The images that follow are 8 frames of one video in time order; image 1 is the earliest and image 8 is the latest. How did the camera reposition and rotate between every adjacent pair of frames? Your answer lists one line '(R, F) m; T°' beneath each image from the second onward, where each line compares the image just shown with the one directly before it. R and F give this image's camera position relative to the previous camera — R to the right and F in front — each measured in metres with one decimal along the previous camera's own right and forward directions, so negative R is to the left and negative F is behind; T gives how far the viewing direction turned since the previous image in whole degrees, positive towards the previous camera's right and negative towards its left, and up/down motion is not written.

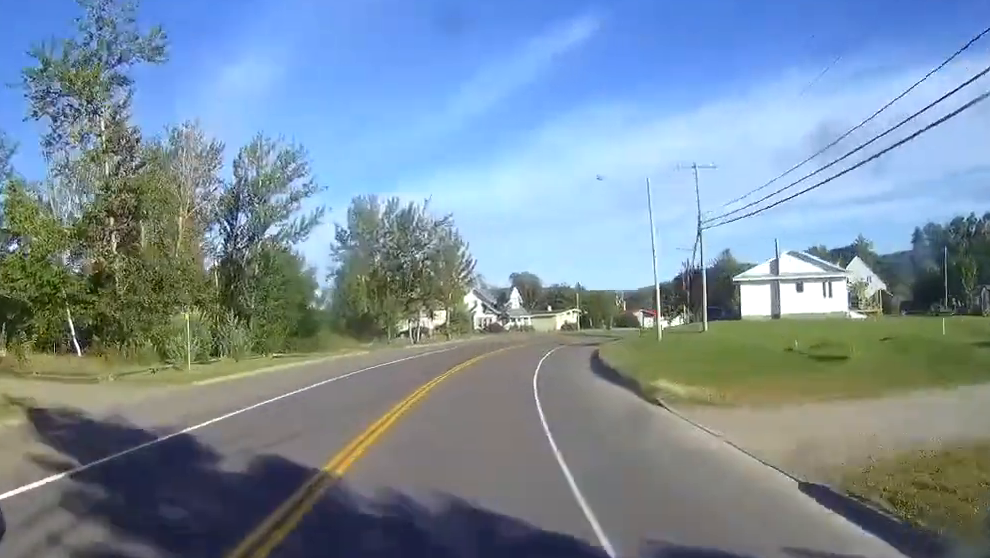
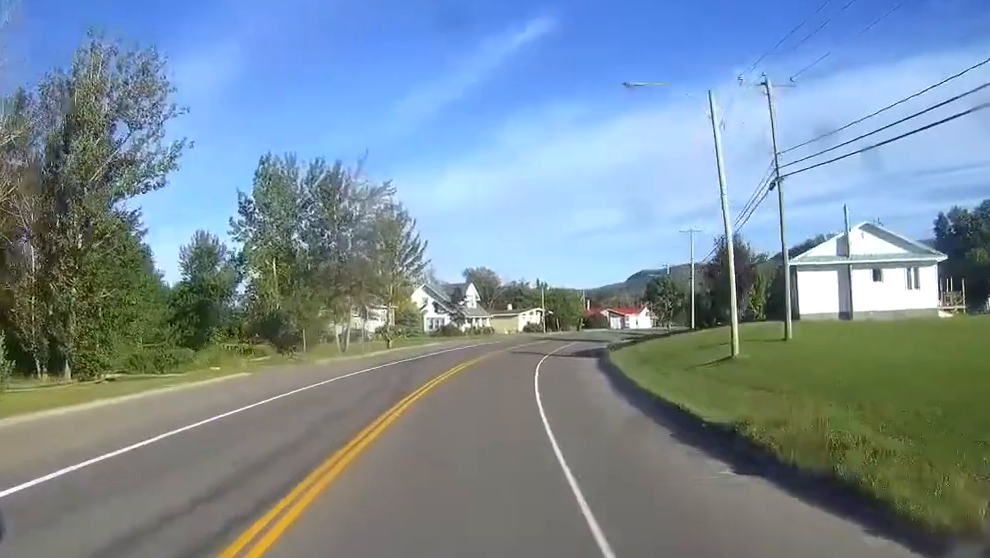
(+0.7, +19.1) m; +5°
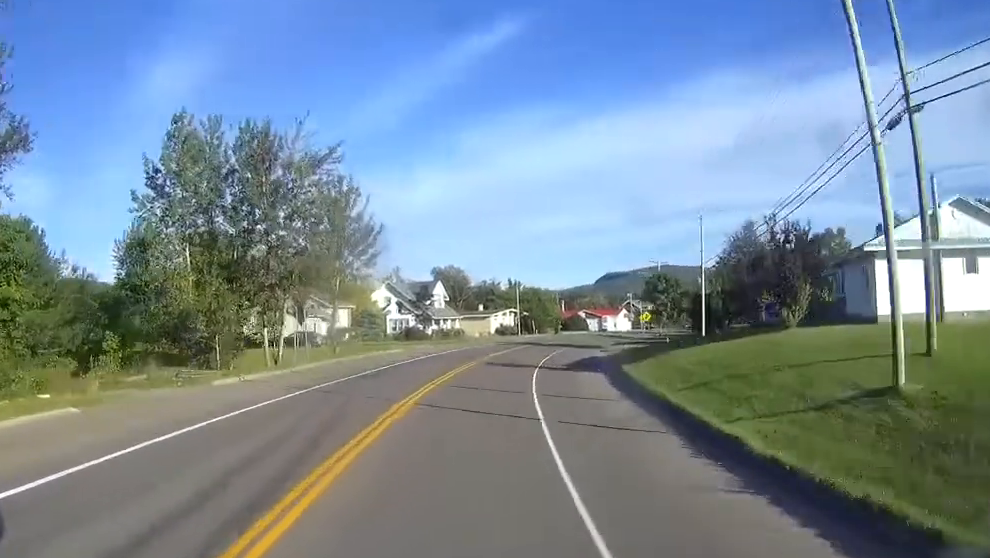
(+0.5, +12.3) m; +2°
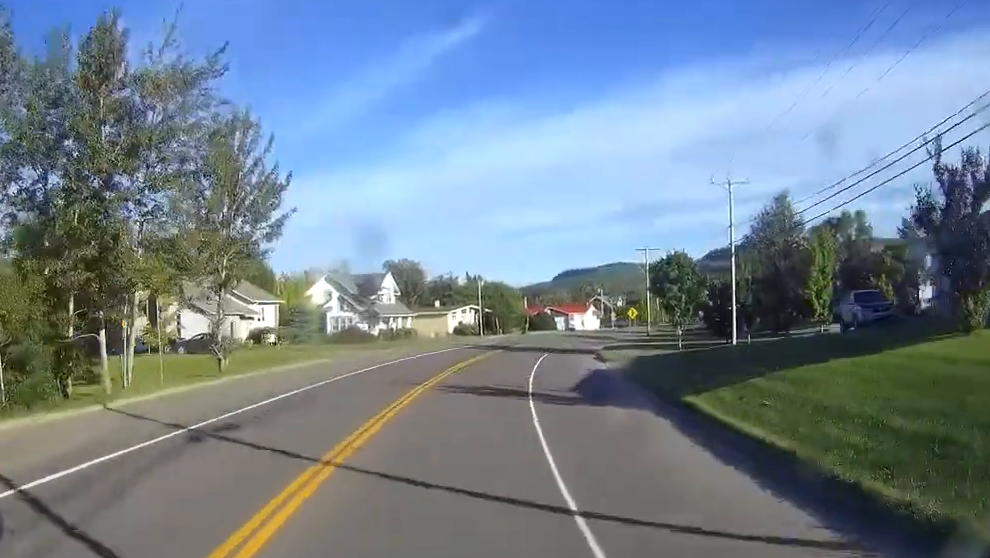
(+0.4, +16.2) m; +3°
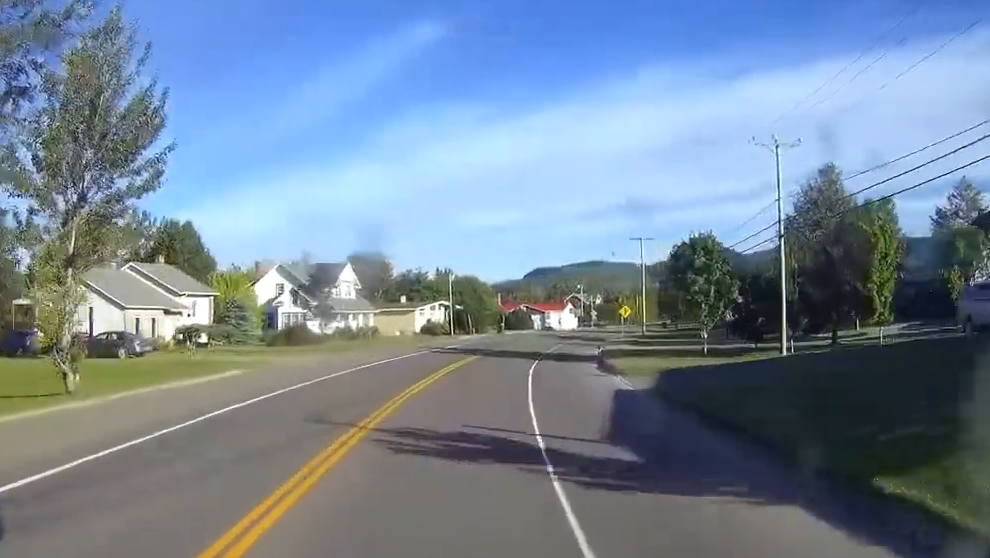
(+0.1, +11.6) m; +2°
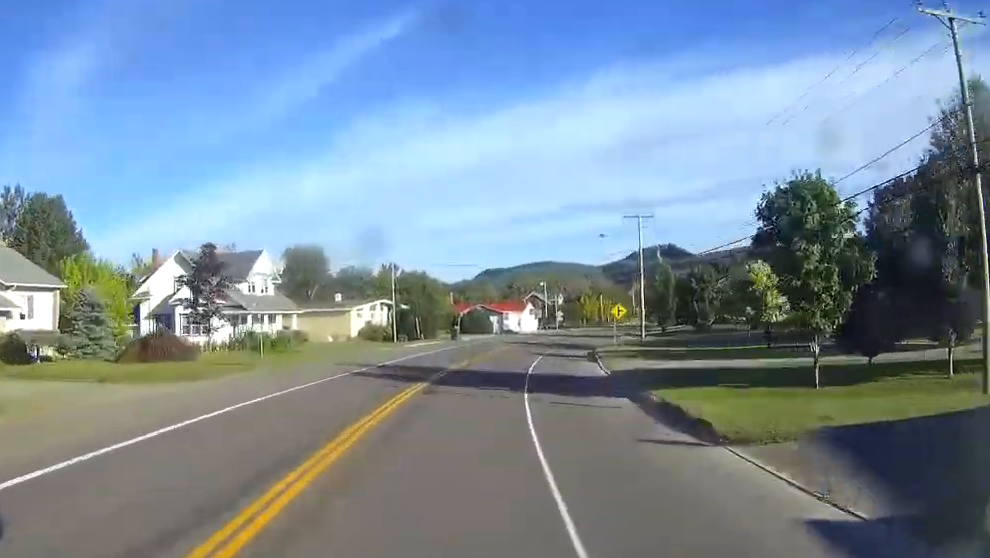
(+0.5, +18.7) m; +3°
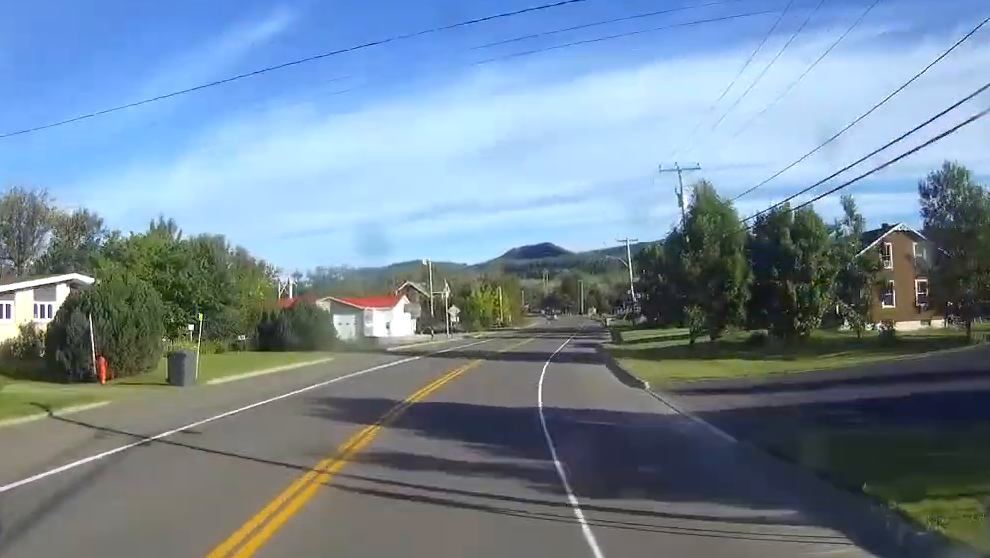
(+4.1, +55.1) m; +9°
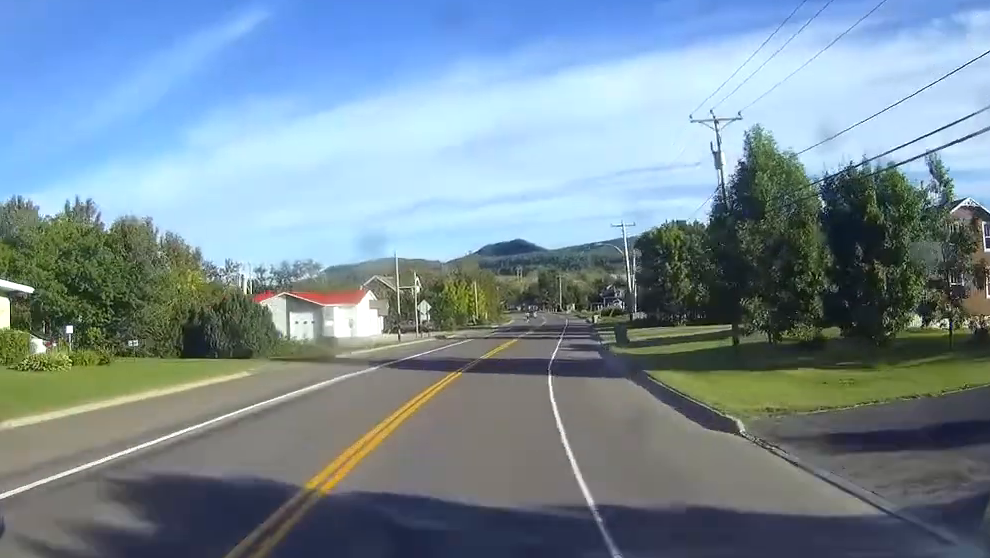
(+0.4, +12.1) m; +2°
